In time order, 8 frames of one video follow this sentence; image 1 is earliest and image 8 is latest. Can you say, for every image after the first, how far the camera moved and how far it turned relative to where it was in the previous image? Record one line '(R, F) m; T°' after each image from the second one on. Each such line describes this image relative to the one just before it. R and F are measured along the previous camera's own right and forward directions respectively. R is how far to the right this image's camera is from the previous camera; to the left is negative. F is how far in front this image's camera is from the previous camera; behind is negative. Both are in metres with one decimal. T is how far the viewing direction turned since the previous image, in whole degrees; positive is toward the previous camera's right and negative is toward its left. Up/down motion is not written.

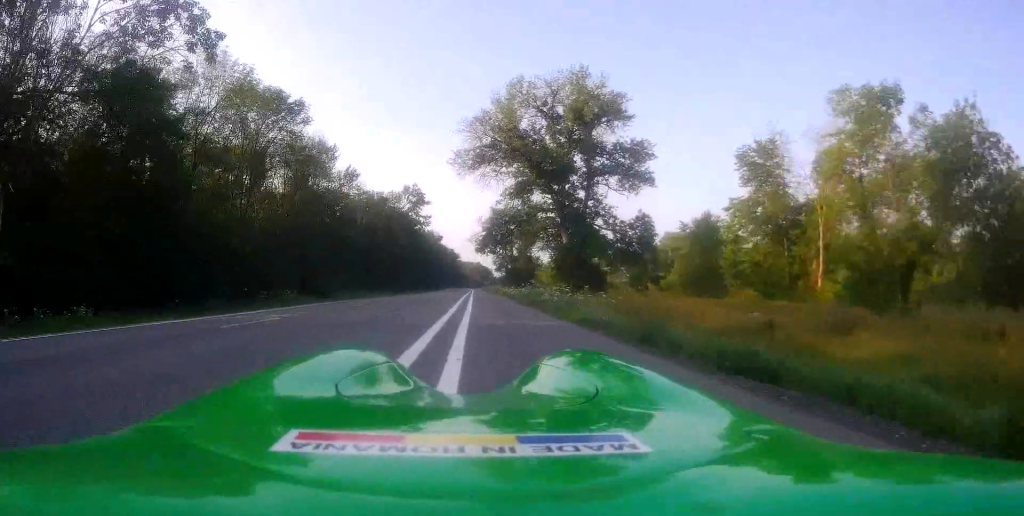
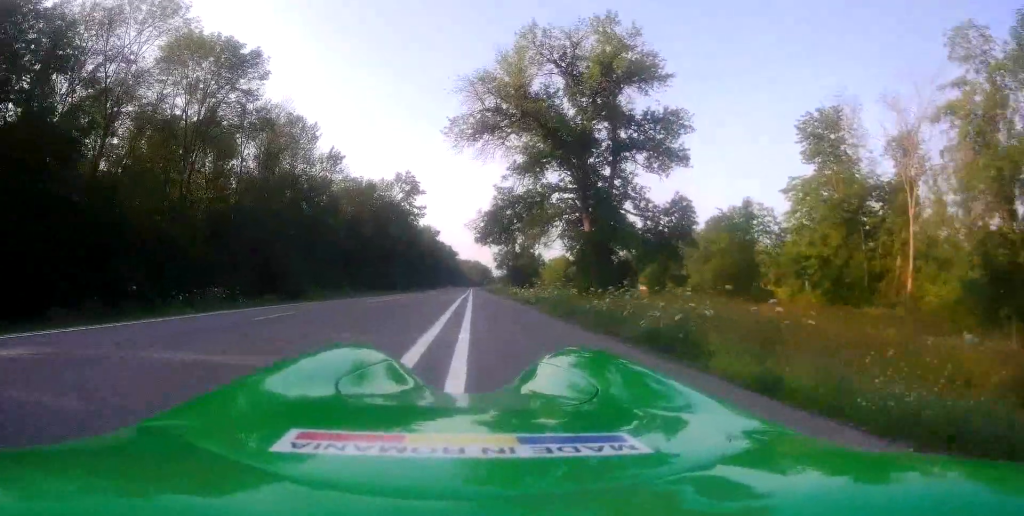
(-0.1, +10.1) m; +1°
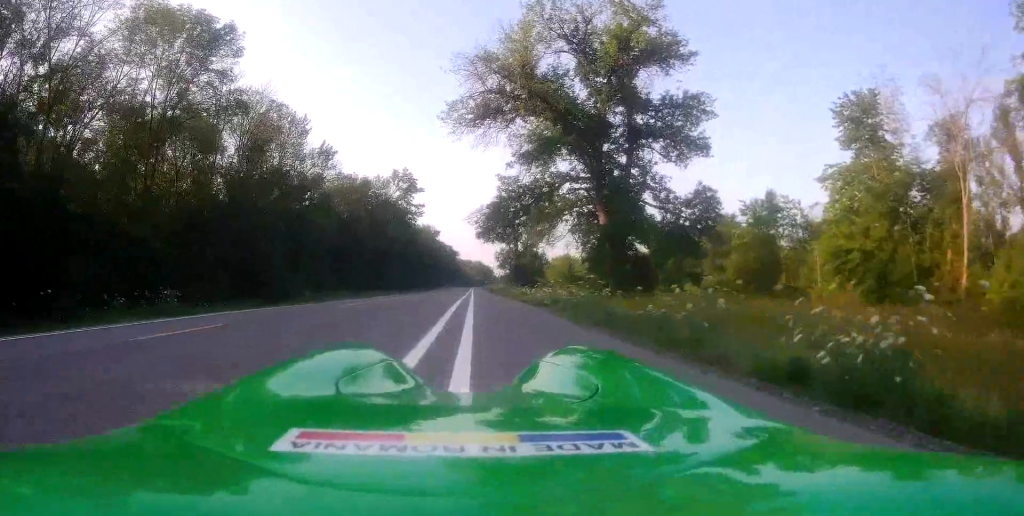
(+0.1, +4.6) m; +1°
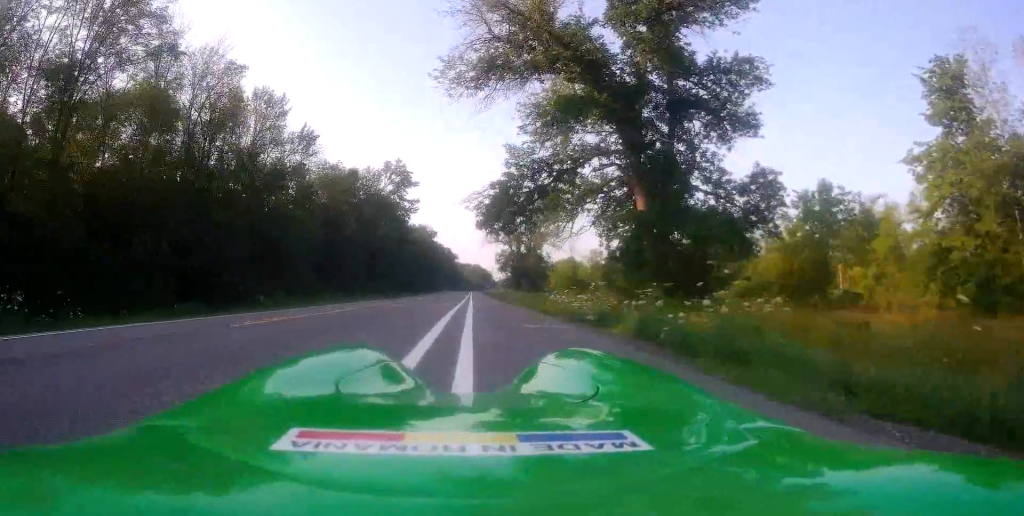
(+0.2, +8.4) m; +2°
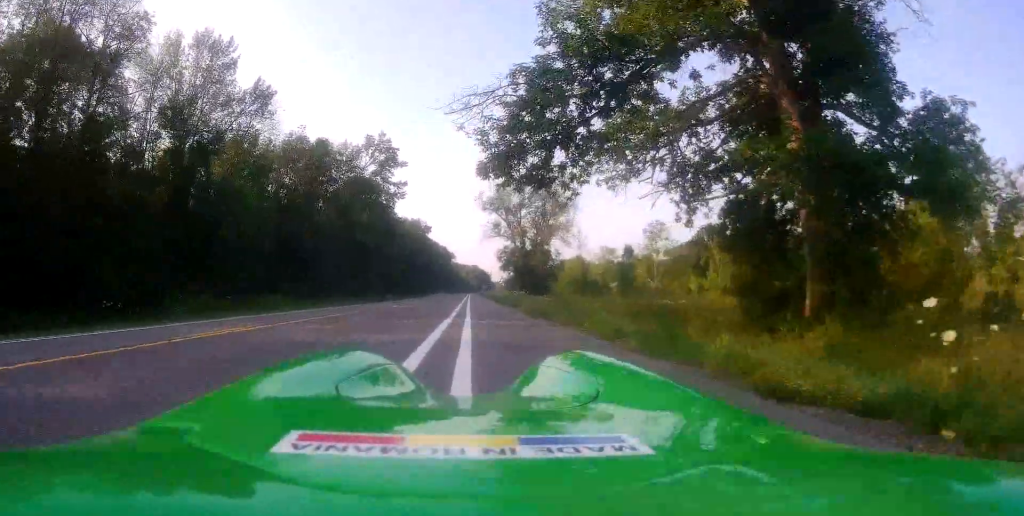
(0.0, +14.1) m; 0°
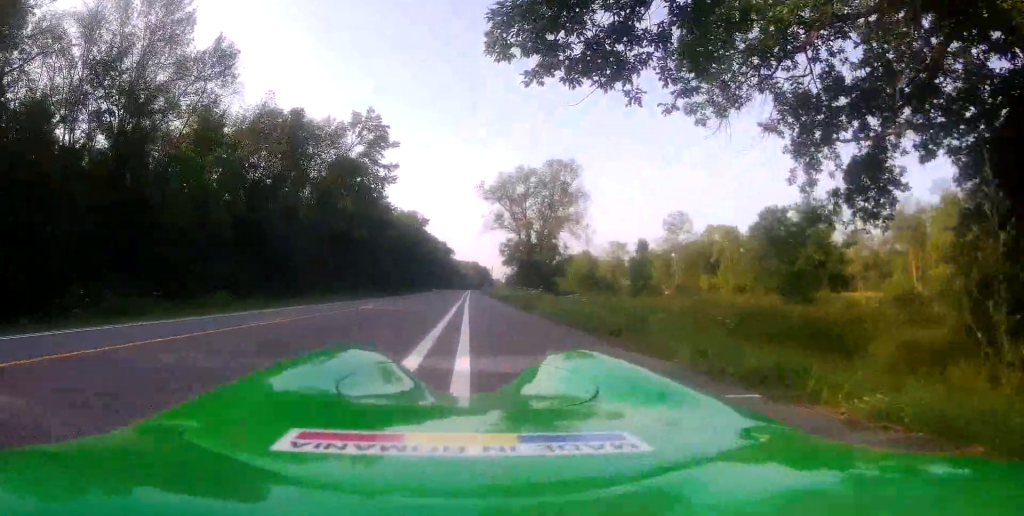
(0.0, +8.6) m; 0°
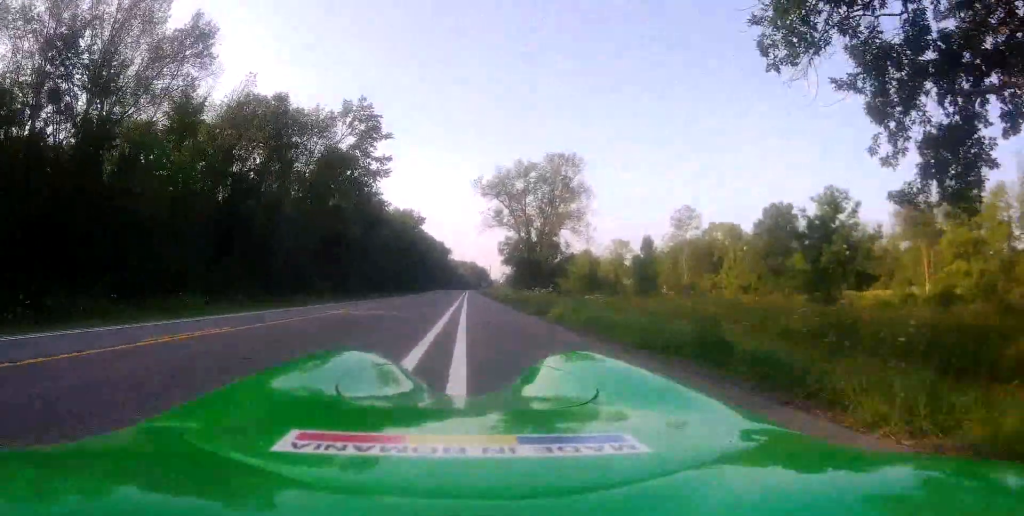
(0.0, +3.4) m; 0°
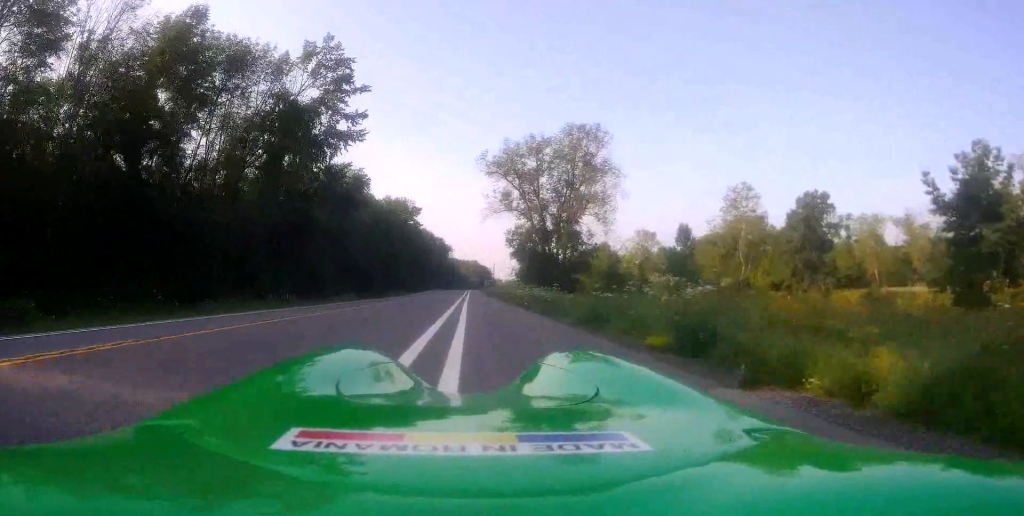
(0.0, +14.9) m; -1°
